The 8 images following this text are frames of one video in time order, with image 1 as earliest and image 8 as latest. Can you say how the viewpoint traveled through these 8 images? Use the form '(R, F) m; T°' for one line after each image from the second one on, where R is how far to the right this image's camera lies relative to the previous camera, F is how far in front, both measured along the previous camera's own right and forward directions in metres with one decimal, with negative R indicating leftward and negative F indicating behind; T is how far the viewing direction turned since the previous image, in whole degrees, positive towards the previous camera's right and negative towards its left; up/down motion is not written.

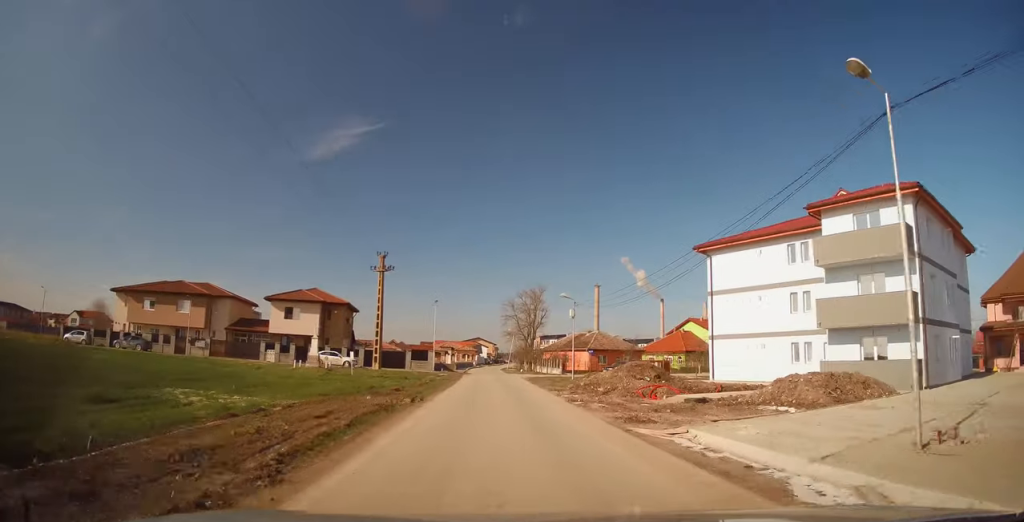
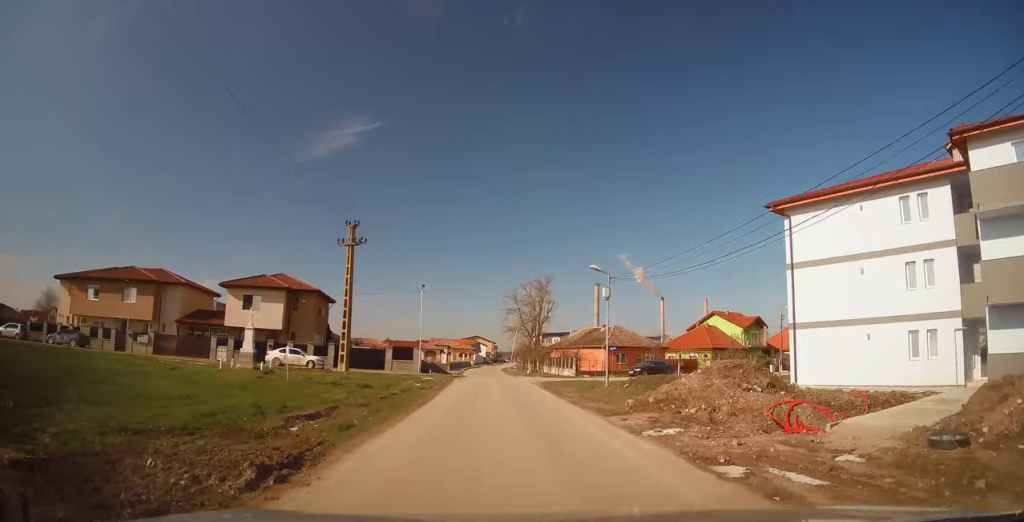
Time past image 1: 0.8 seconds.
(0.0, +10.4) m; 0°
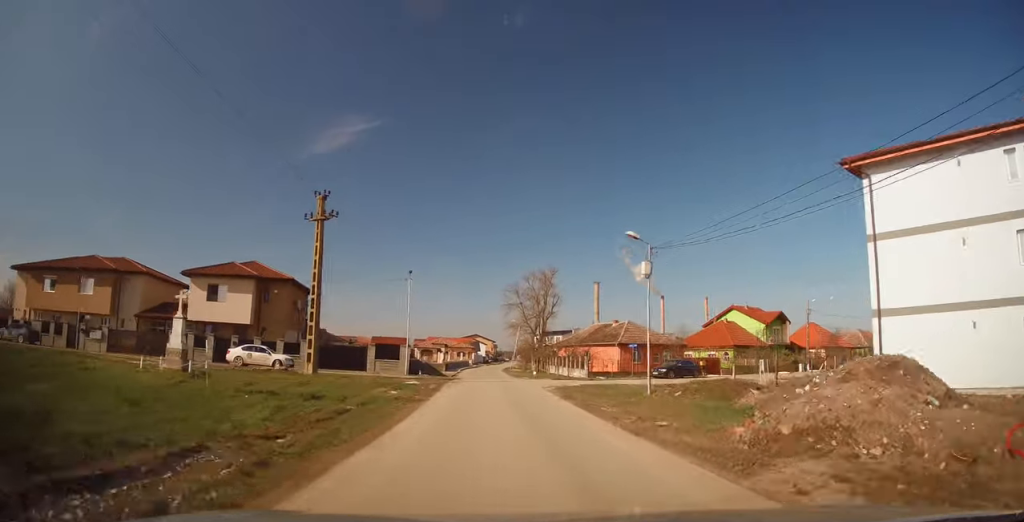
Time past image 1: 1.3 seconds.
(+0.1, +6.7) m; 0°
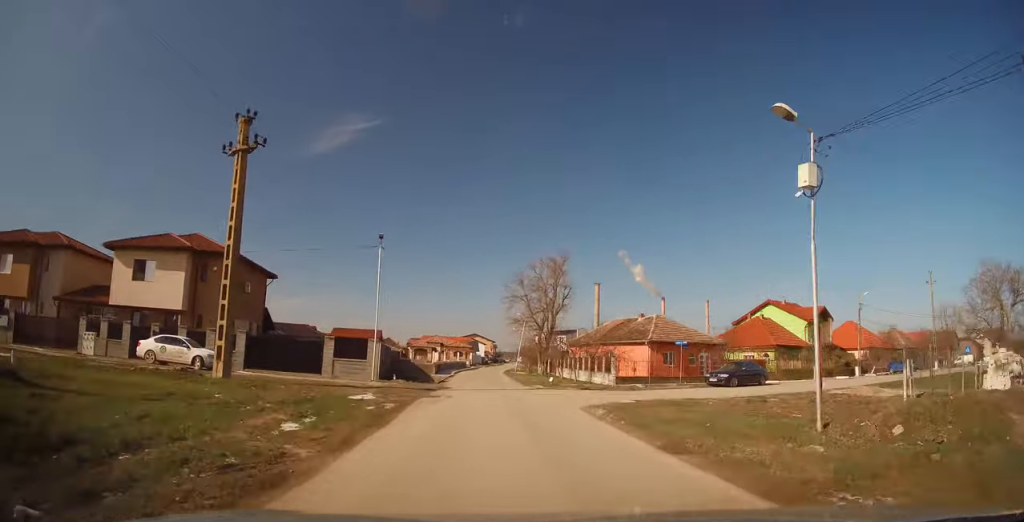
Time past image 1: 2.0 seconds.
(0.0, +10.2) m; -1°
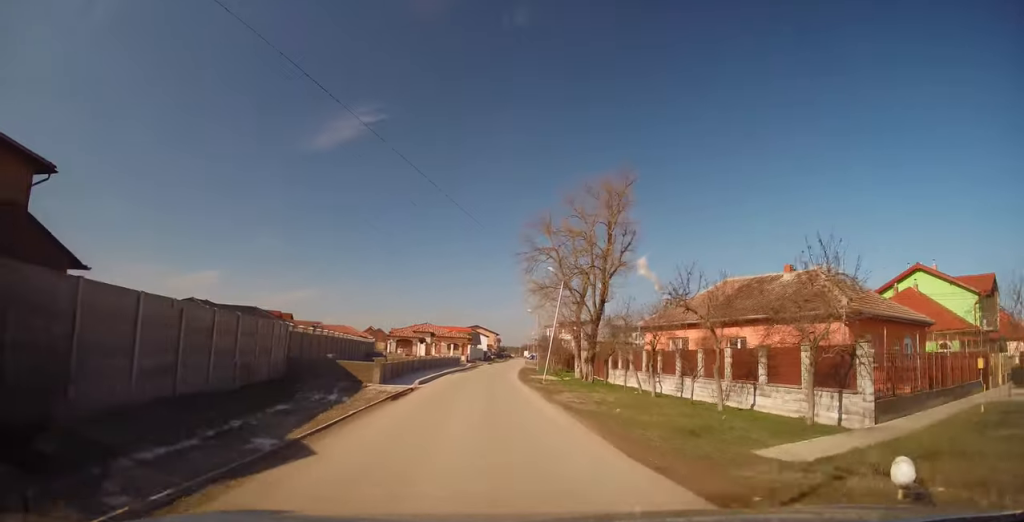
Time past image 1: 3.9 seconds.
(-0.4, +24.7) m; 0°
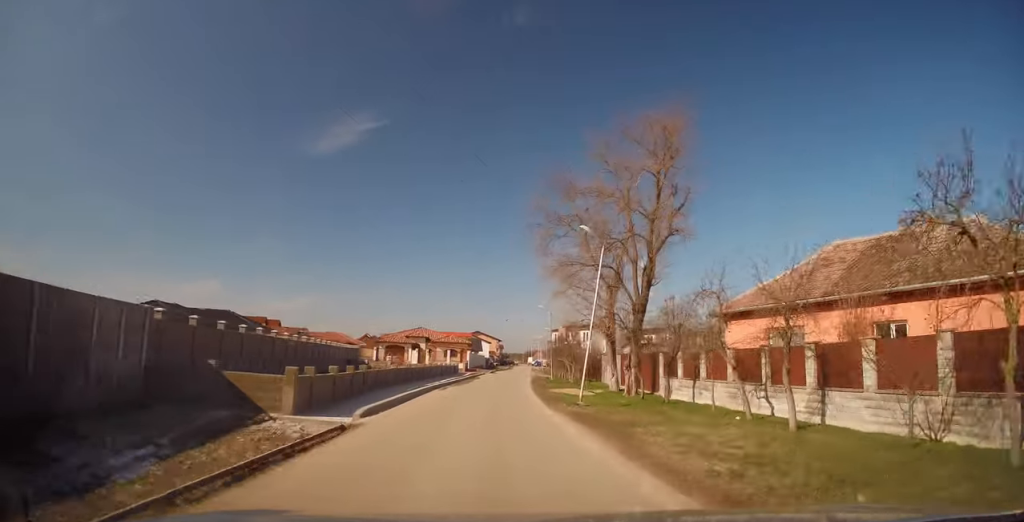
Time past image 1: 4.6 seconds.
(0.0, +9.7) m; +1°
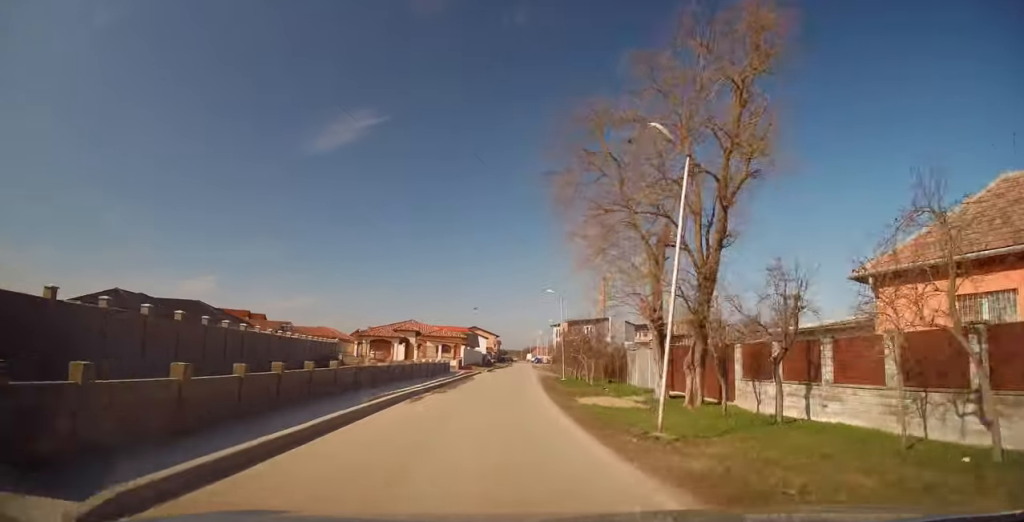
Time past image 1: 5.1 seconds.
(+0.3, +8.1) m; 0°
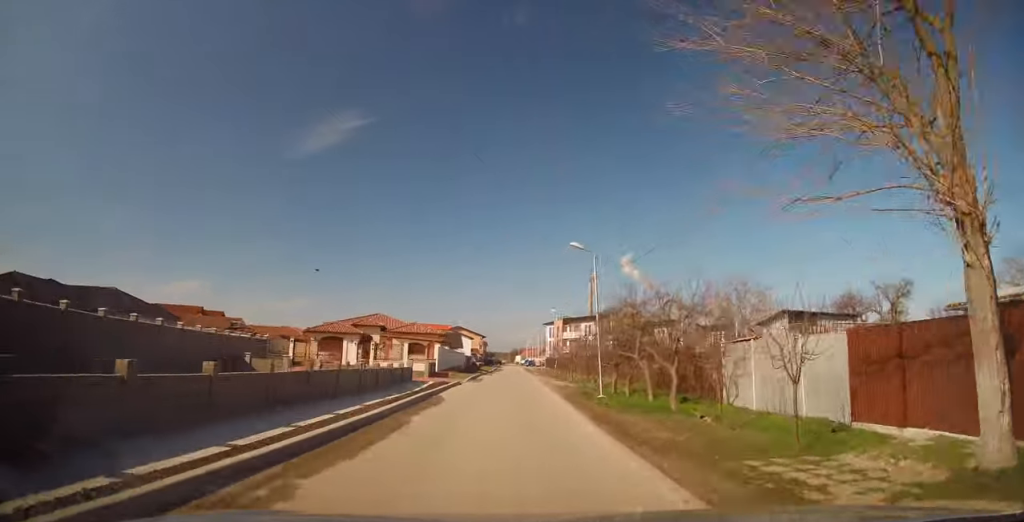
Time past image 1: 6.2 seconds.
(-0.4, +15.0) m; 0°
